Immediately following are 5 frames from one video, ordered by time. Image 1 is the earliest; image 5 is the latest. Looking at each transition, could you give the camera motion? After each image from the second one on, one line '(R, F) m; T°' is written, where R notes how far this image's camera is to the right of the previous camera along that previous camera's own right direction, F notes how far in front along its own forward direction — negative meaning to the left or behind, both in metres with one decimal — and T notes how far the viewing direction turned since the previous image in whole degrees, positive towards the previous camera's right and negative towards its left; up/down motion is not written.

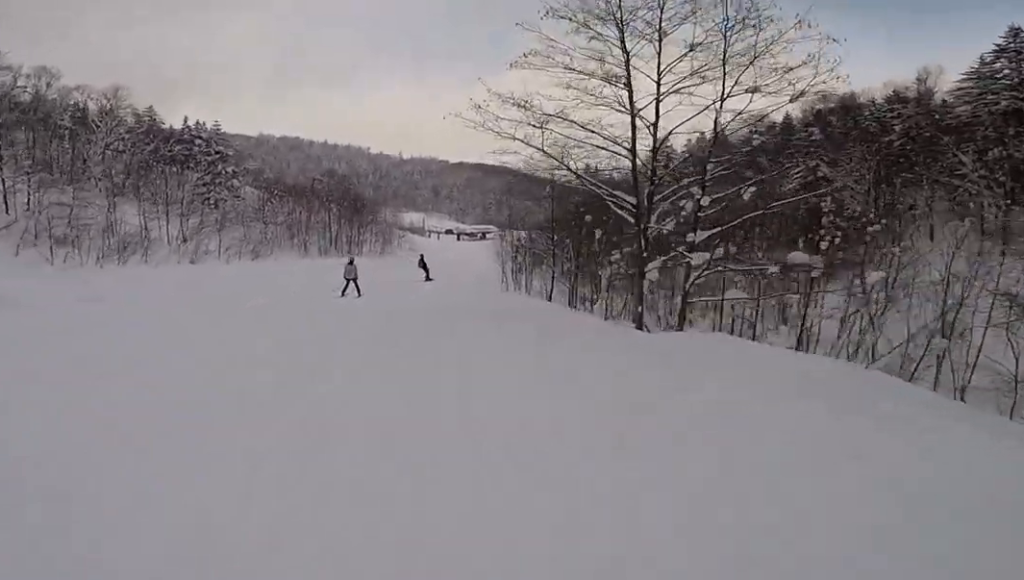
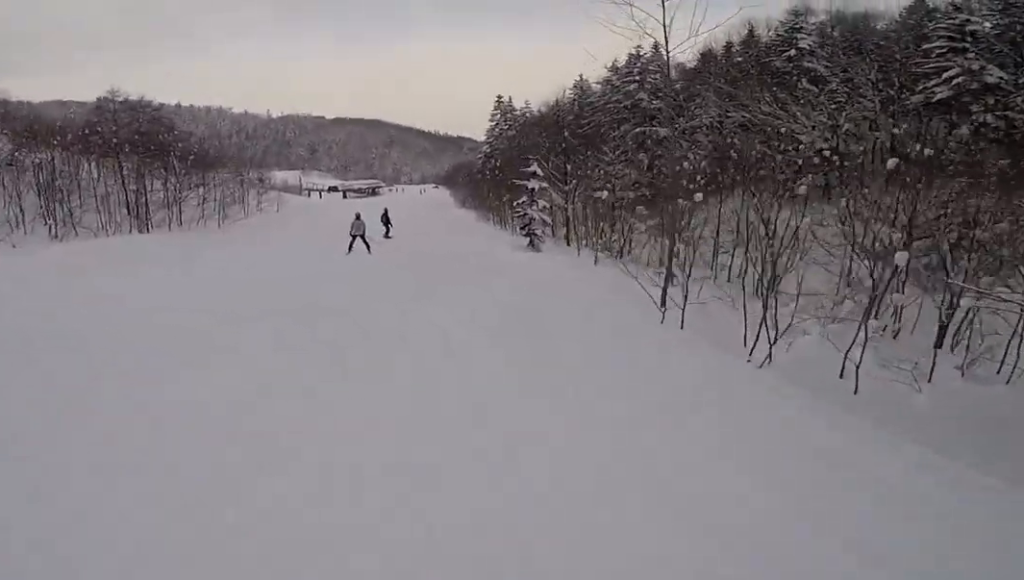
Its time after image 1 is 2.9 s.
(+1.1, +27.7) m; +9°
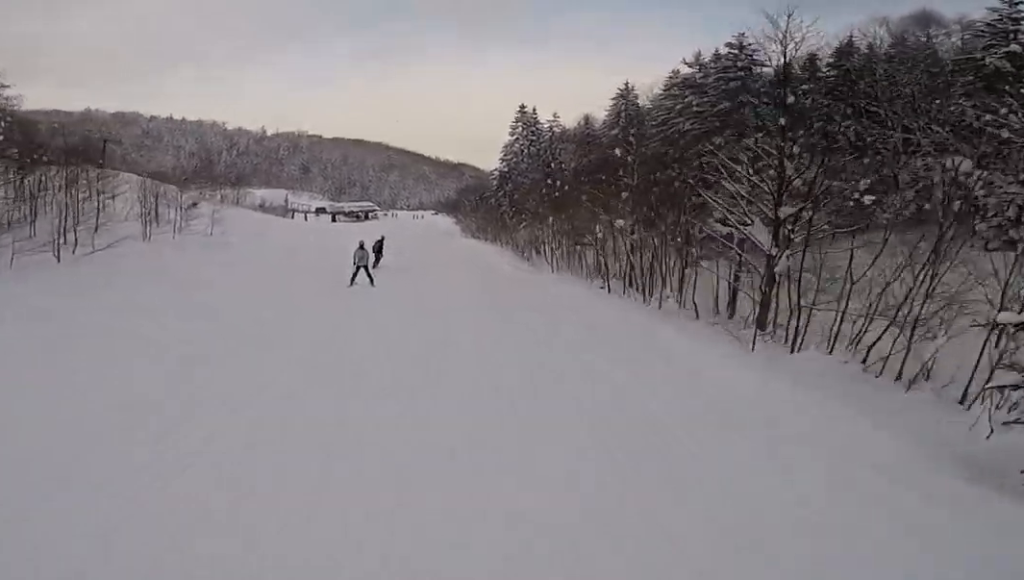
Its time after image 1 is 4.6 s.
(+0.8, +17.0) m; +6°
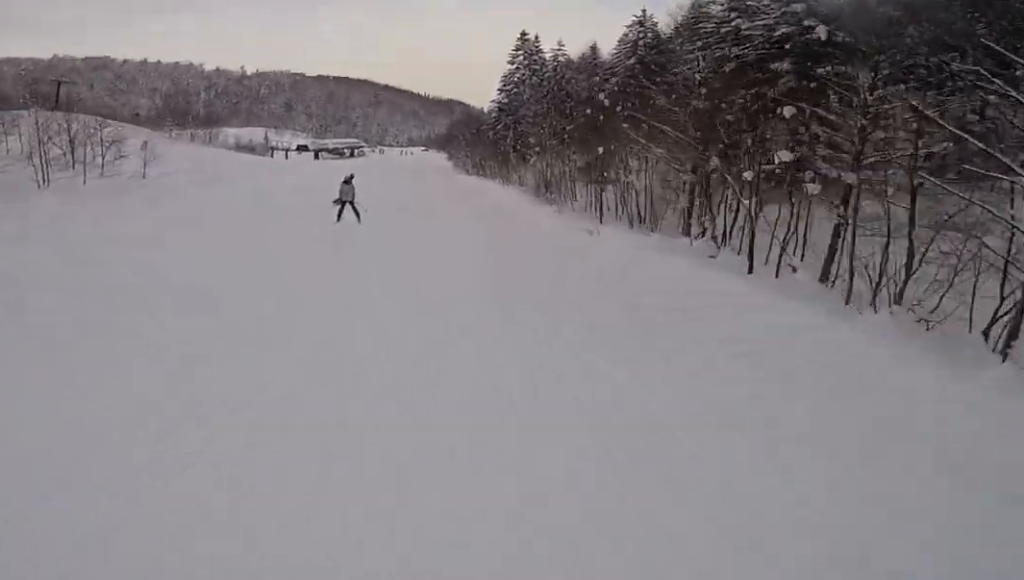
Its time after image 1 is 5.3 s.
(0.0, +7.0) m; 0°
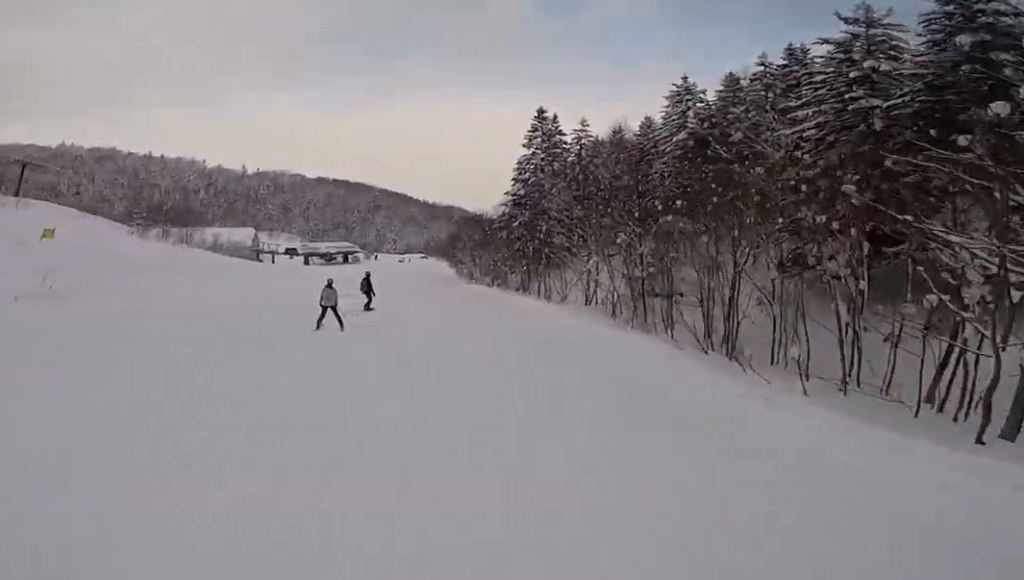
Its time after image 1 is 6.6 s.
(0.0, +13.3) m; 0°
